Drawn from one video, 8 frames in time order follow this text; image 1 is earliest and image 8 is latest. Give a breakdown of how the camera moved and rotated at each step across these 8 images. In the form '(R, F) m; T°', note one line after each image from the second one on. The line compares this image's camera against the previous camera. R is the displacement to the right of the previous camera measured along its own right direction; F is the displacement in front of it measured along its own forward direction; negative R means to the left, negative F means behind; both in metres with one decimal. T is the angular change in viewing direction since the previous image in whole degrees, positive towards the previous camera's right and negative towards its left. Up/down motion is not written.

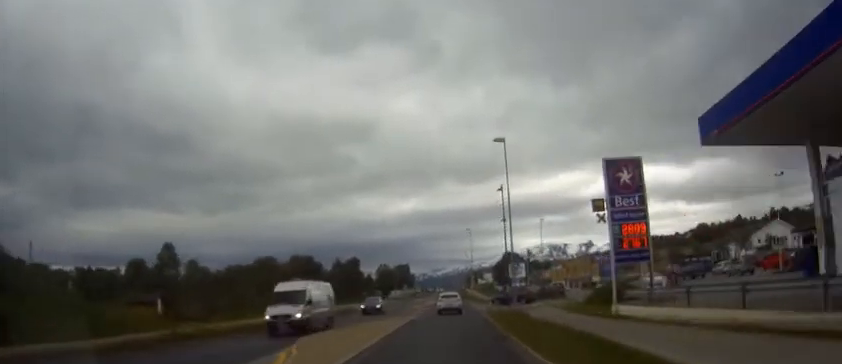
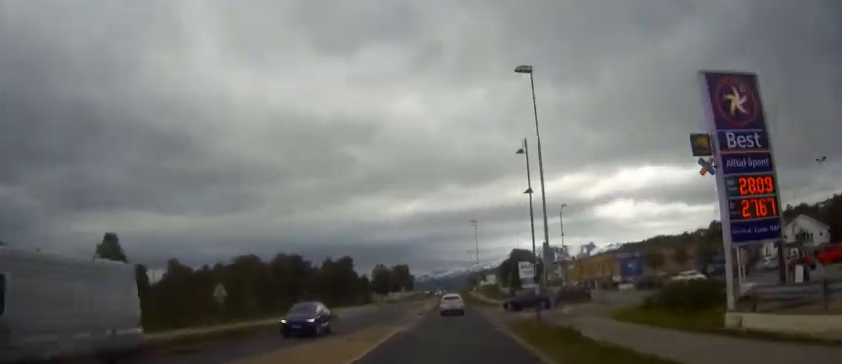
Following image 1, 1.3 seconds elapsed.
(0.0, +11.7) m; +1°
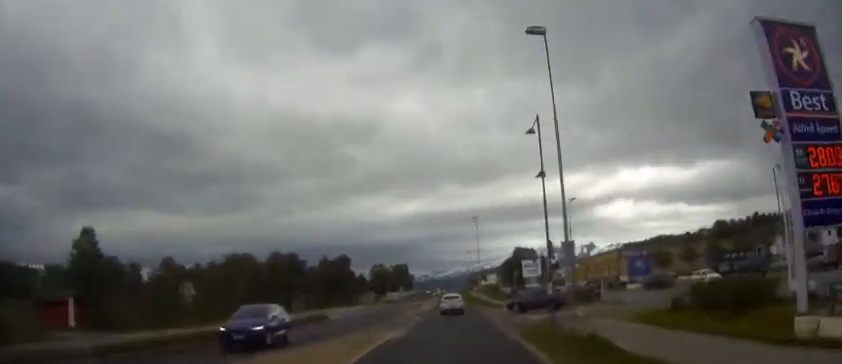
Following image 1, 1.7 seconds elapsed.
(+0.1, +3.8) m; +1°
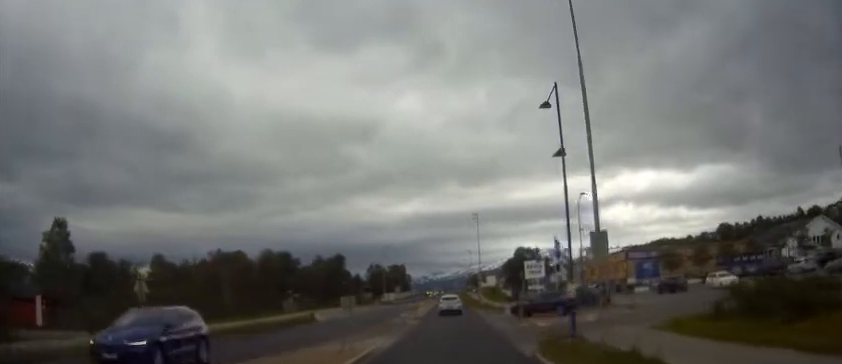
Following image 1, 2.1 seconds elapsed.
(0.0, +4.1) m; +1°
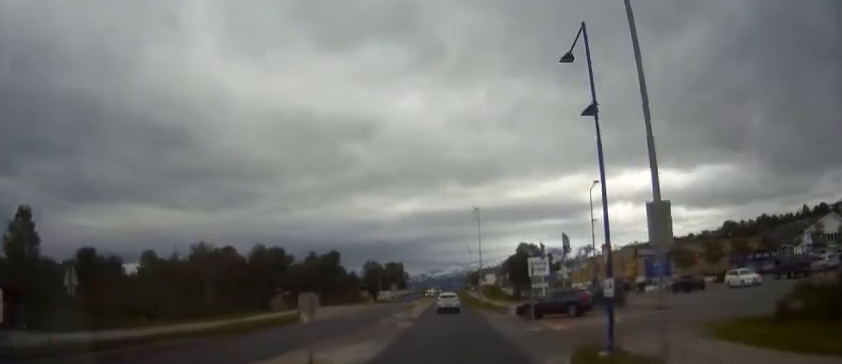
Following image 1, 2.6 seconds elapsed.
(0.0, +4.5) m; 0°
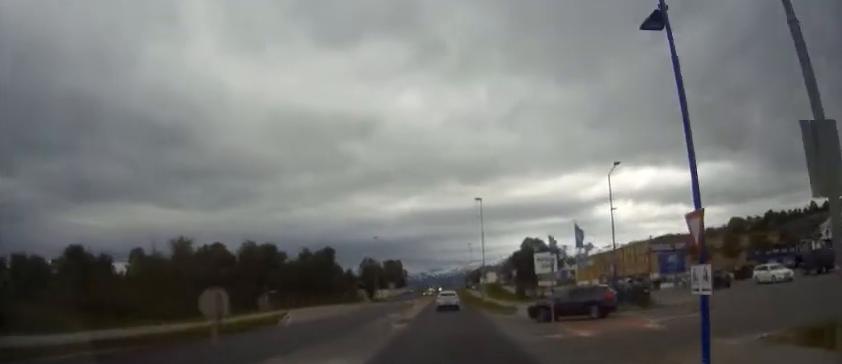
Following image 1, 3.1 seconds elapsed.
(+0.1, +4.9) m; -1°
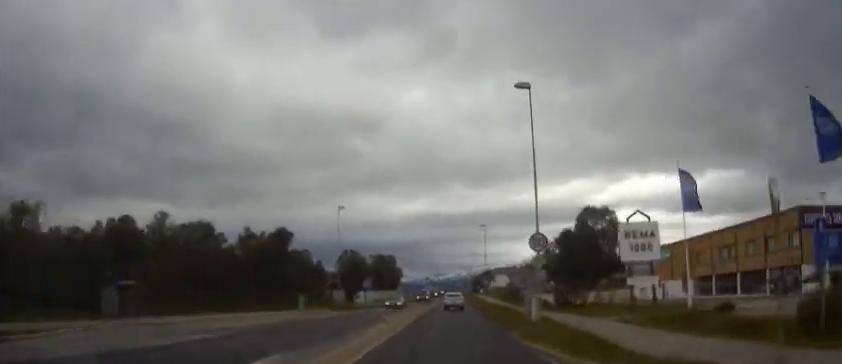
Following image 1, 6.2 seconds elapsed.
(-0.8, +32.7) m; -1°
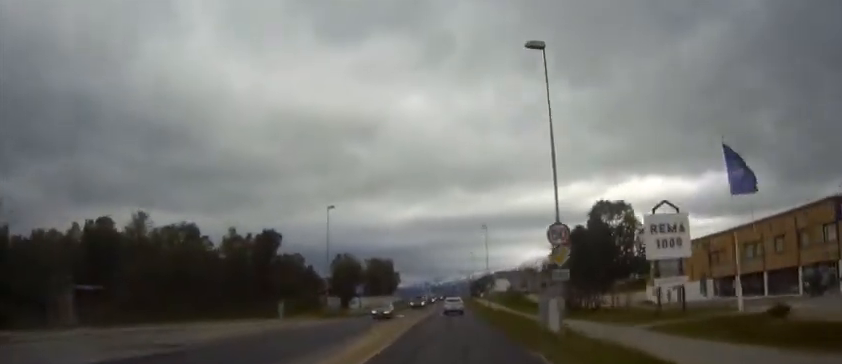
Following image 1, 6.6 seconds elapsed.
(0.0, +4.9) m; 0°
